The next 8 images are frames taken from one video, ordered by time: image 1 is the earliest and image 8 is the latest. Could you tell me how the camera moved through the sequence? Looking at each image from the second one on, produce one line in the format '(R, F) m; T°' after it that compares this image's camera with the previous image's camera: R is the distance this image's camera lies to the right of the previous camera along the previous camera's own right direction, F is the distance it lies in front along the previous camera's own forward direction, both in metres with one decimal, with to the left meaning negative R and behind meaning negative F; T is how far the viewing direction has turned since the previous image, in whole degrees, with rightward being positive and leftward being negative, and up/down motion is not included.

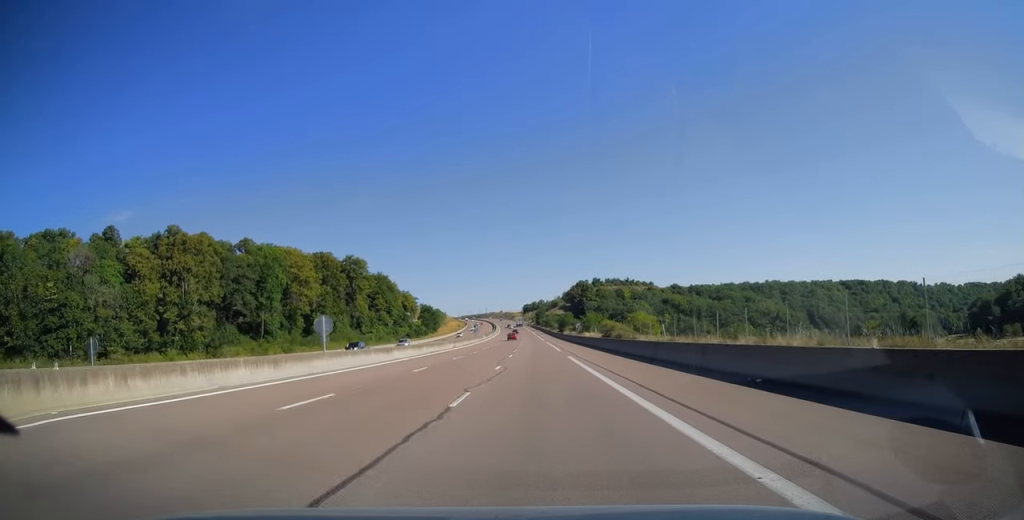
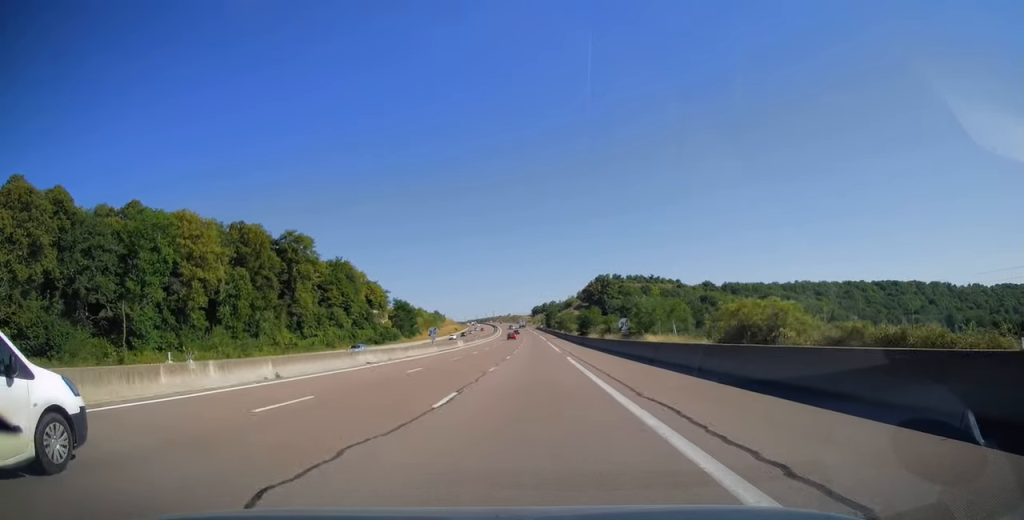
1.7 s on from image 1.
(-0.4, +53.0) m; -1°
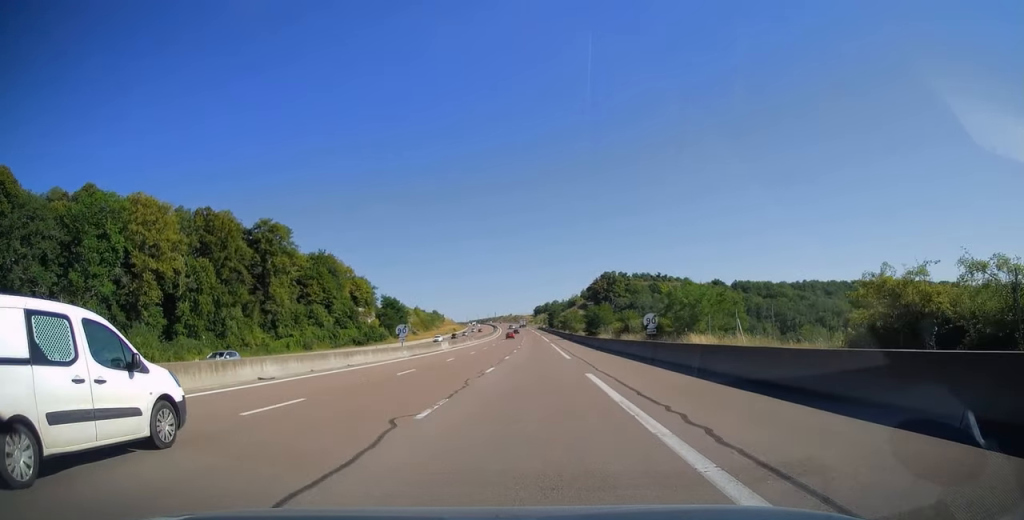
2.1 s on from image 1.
(0.0, +14.4) m; 0°
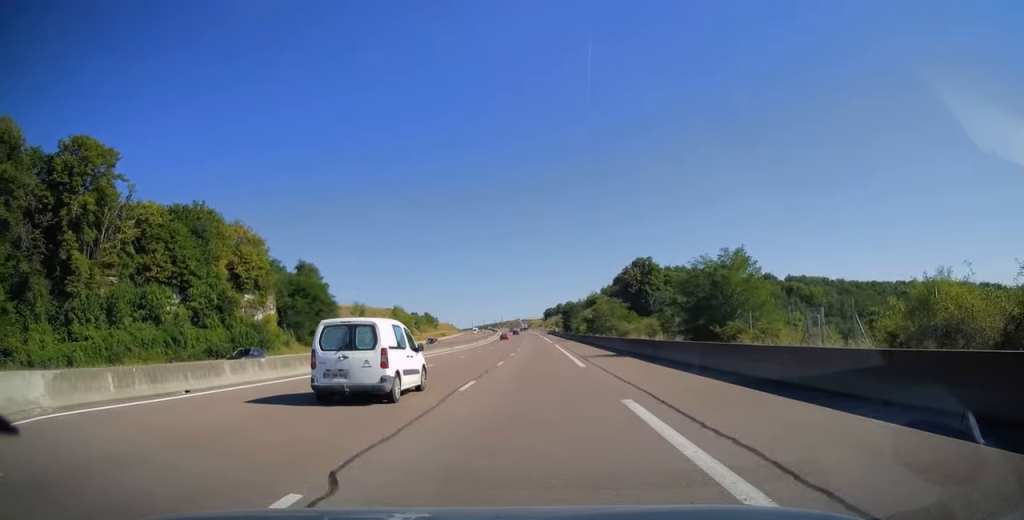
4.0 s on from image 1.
(-0.6, +61.1) m; -1°
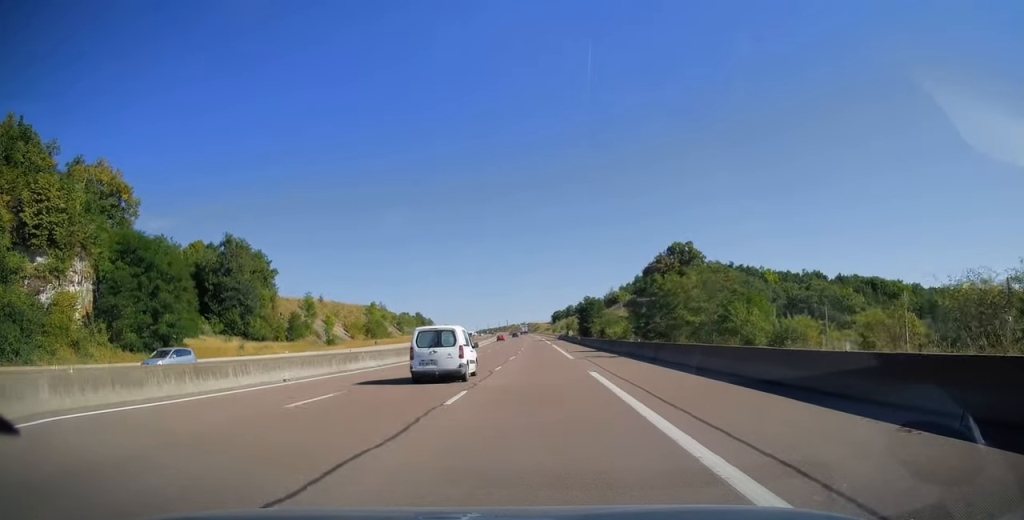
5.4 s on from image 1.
(-0.3, +42.4) m; -1°
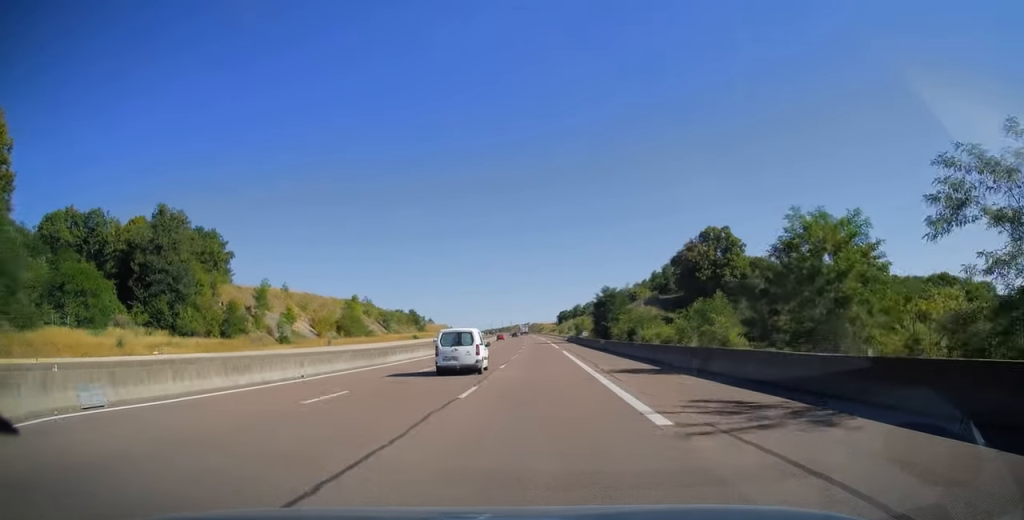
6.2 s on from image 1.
(-0.1, +25.0) m; 0°
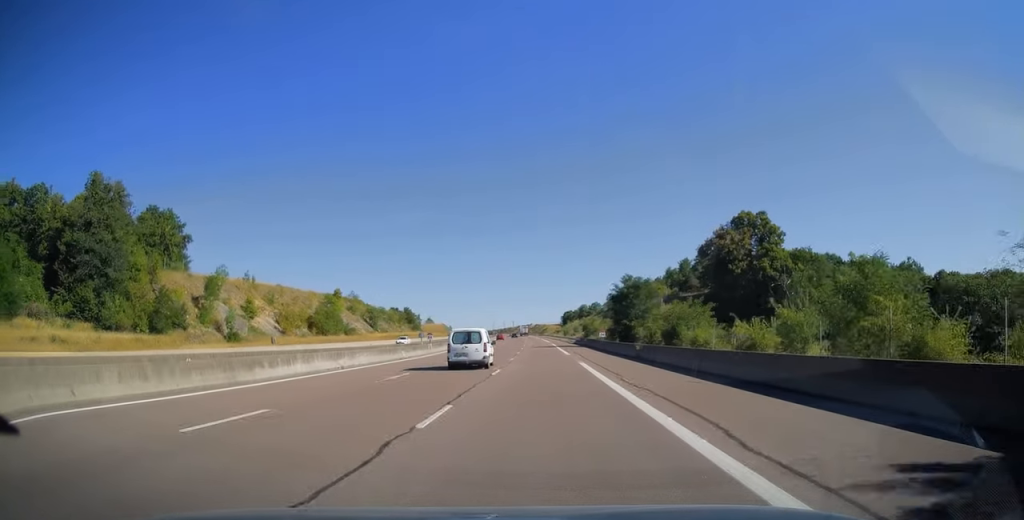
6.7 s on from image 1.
(0.0, +18.2) m; 0°
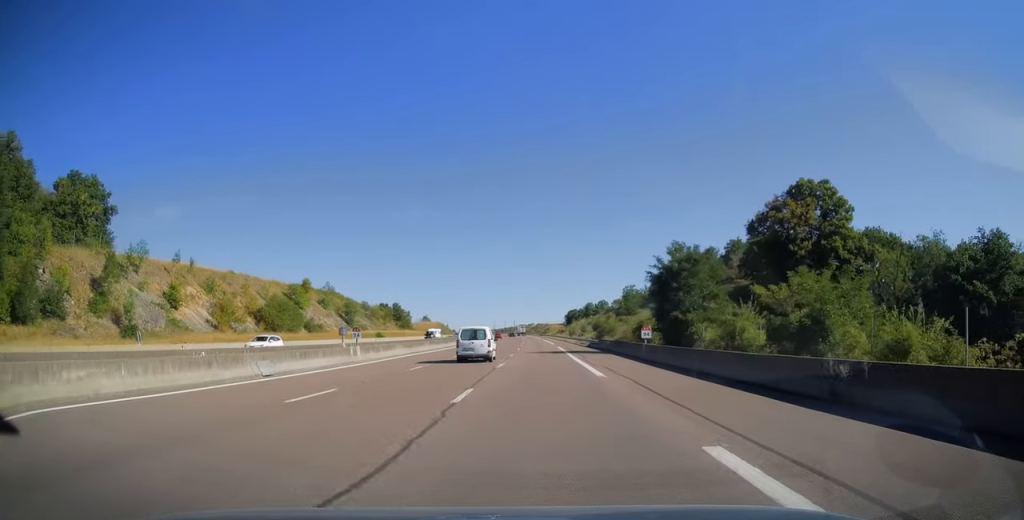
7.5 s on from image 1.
(-0.1, +23.2) m; 0°
